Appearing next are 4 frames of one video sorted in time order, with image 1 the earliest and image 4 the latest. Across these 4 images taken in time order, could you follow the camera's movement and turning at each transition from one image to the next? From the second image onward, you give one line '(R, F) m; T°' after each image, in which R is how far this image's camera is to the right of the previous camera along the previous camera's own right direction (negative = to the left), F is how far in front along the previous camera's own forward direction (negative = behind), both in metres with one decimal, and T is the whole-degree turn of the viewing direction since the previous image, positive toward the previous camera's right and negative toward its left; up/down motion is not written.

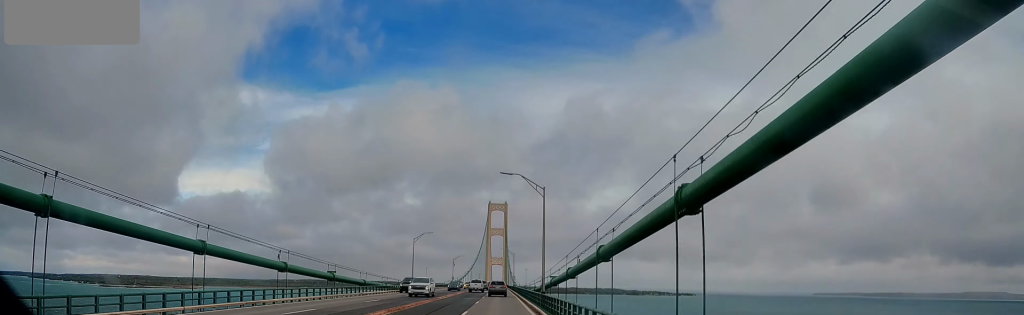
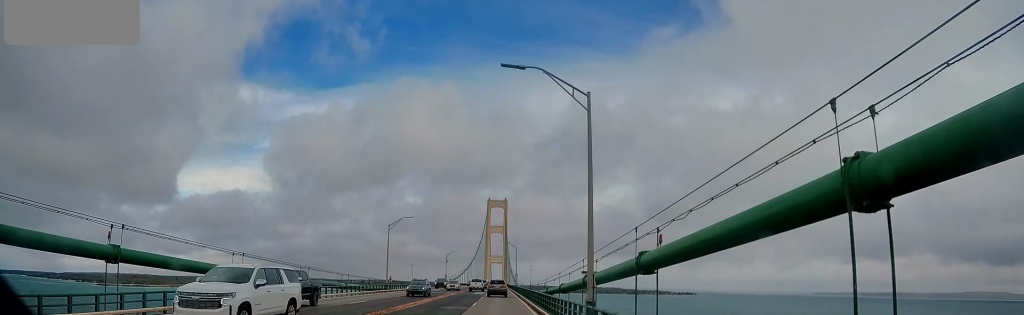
(0.0, +16.4) m; -1°
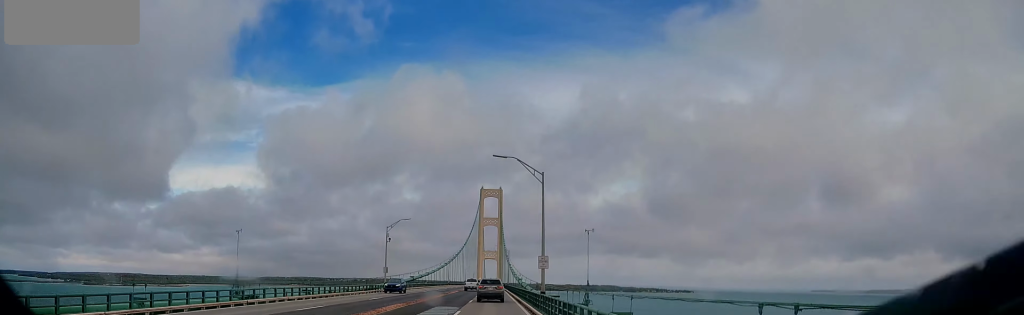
(-1.0, +61.7) m; +1°
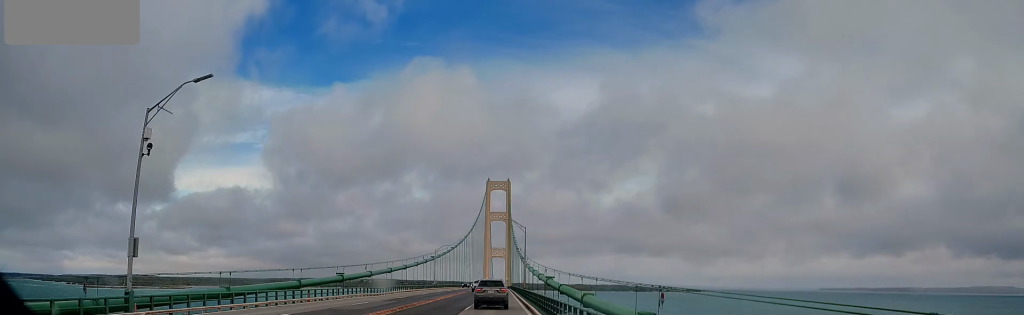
(+0.4, +50.6) m; 0°
